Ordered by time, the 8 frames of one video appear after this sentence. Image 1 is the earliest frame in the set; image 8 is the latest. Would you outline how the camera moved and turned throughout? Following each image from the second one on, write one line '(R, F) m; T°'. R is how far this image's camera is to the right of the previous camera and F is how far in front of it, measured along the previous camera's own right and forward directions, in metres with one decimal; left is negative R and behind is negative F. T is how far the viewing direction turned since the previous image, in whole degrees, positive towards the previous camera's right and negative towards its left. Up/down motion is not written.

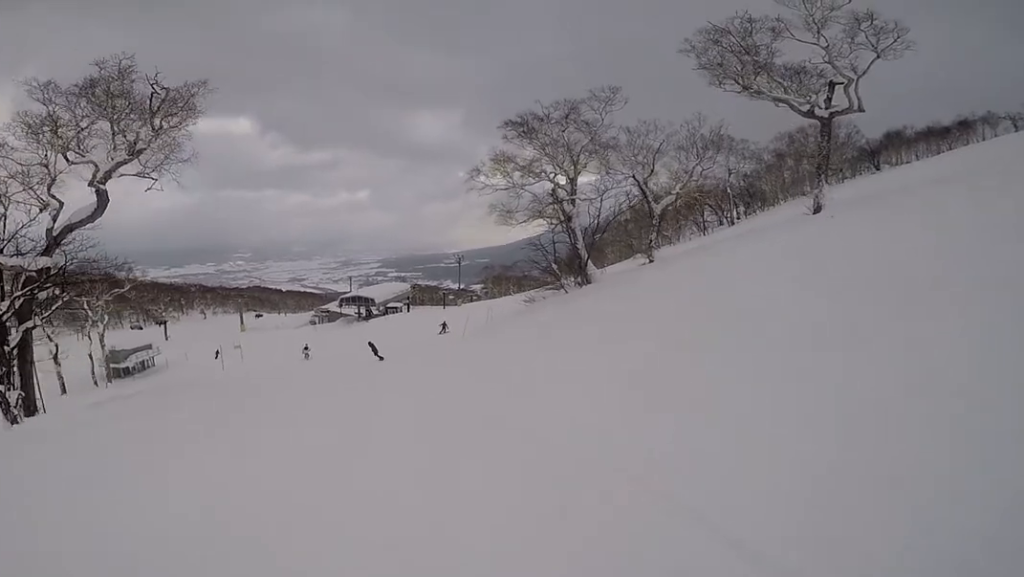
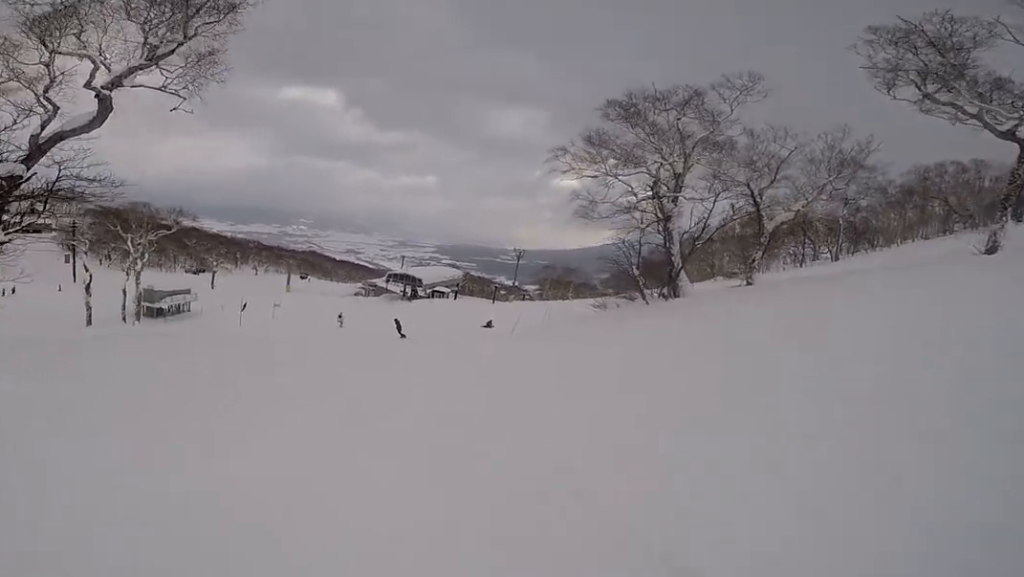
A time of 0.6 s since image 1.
(-0.7, +4.3) m; -2°
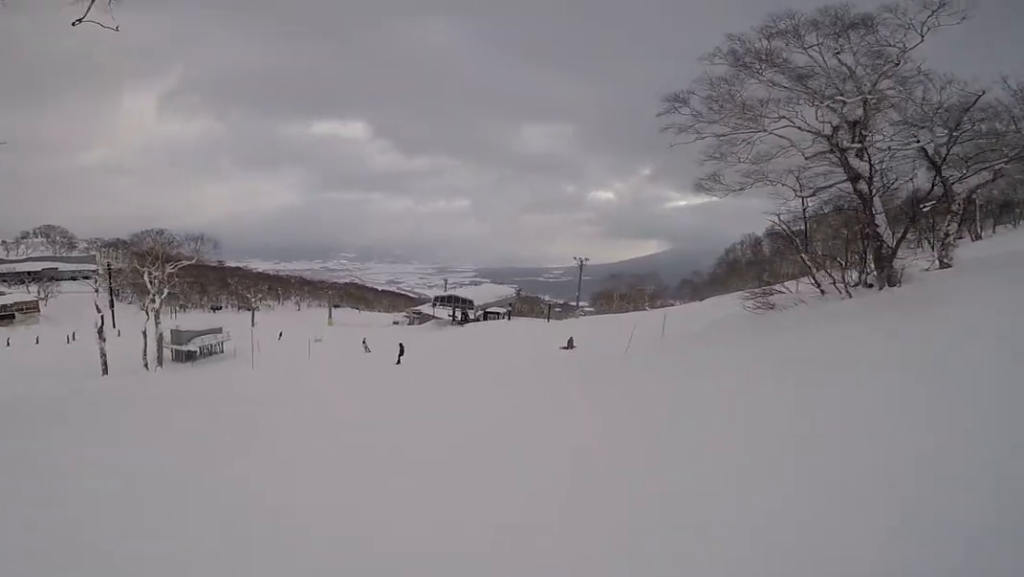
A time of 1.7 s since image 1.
(+0.6, +9.0) m; +5°
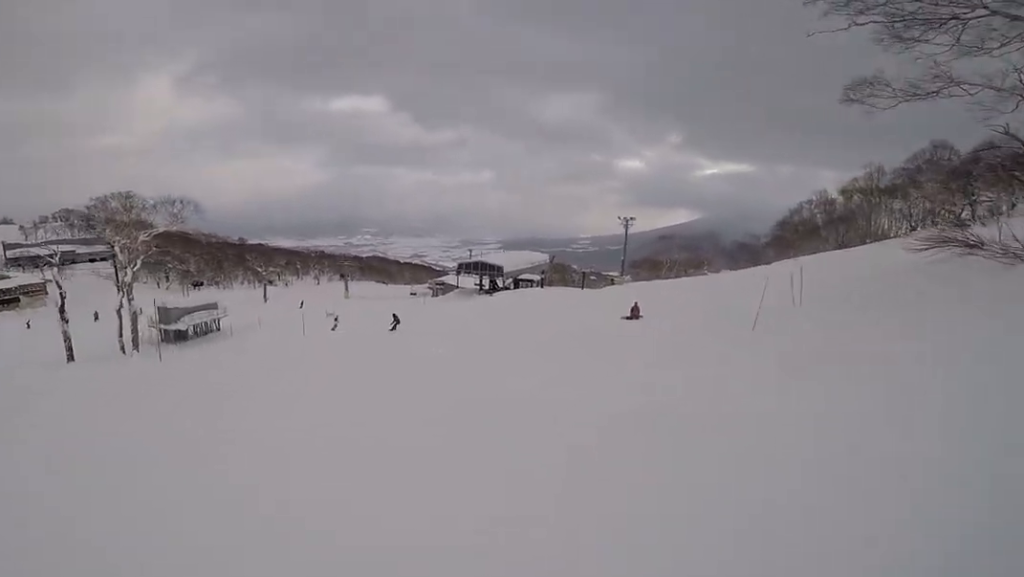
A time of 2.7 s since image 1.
(0.0, +8.5) m; -4°
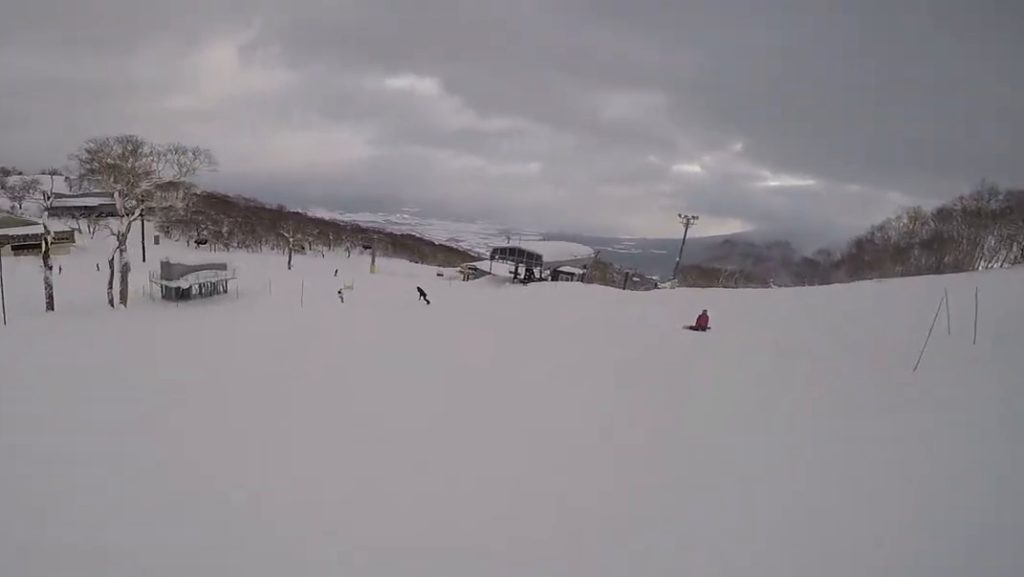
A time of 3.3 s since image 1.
(-0.3, +5.3) m; -2°
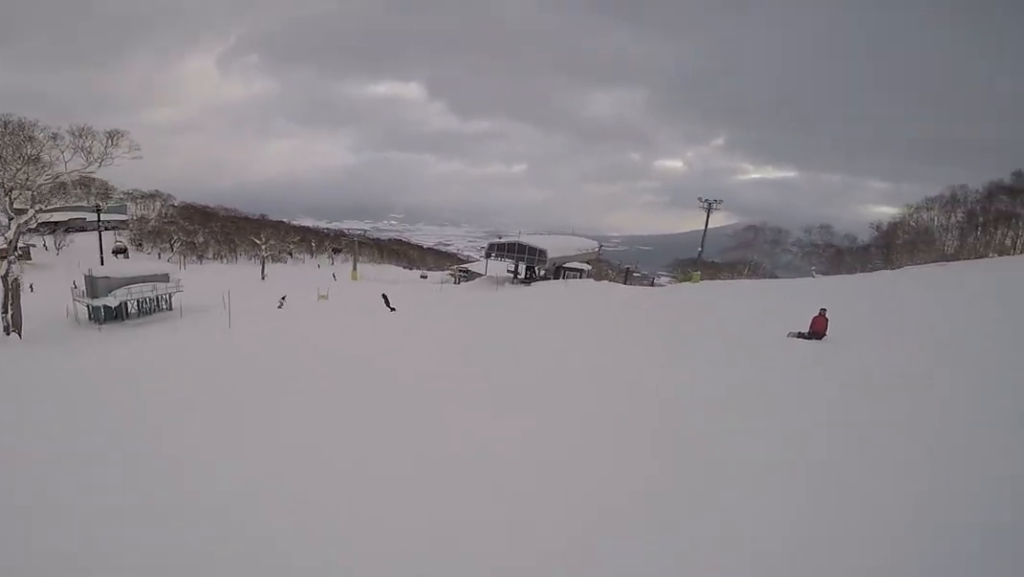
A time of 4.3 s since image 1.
(-0.2, +8.8) m; +4°
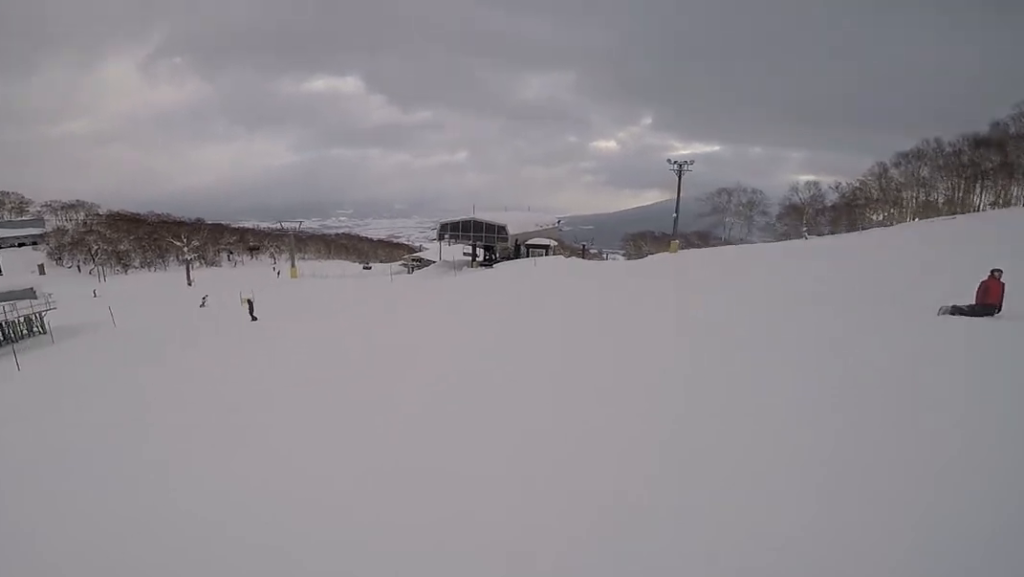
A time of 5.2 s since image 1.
(+0.7, +8.2) m; +2°
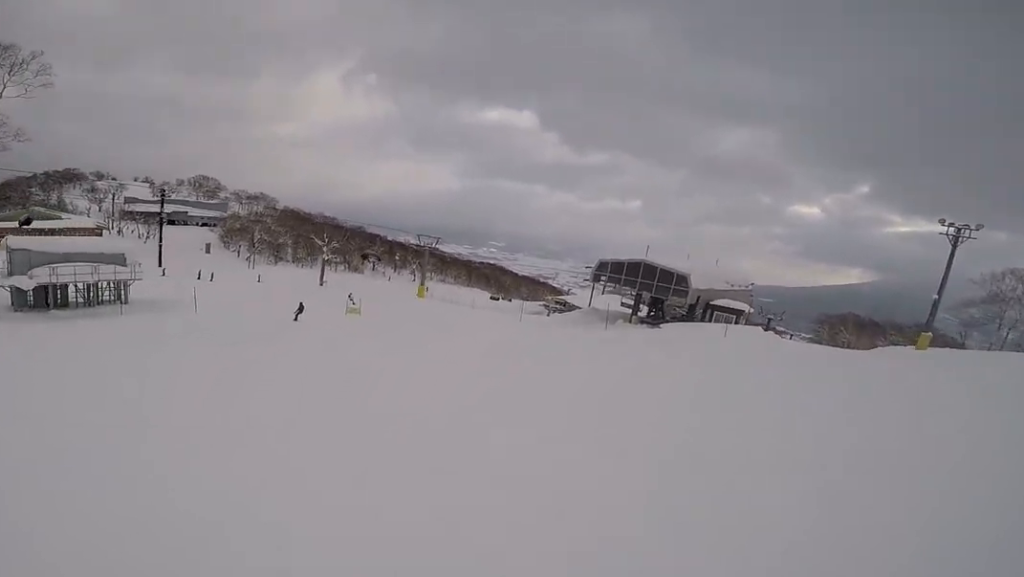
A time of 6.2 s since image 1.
(-0.1, +8.4) m; -9°
